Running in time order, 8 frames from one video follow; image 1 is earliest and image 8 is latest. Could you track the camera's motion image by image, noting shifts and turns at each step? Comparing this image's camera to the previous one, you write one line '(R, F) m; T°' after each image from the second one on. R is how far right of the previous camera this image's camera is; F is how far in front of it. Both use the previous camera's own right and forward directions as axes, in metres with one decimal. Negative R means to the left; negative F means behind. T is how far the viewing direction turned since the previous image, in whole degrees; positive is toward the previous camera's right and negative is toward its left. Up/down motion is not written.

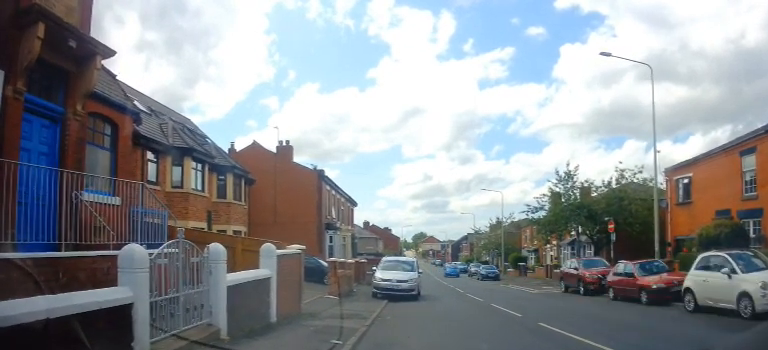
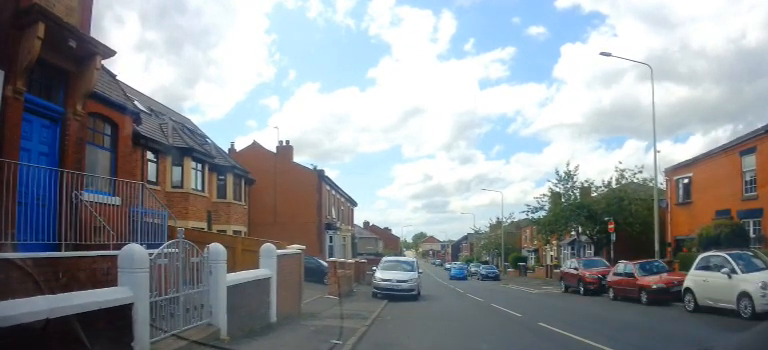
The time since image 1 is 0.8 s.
(0.0, 0.0) m; 0°
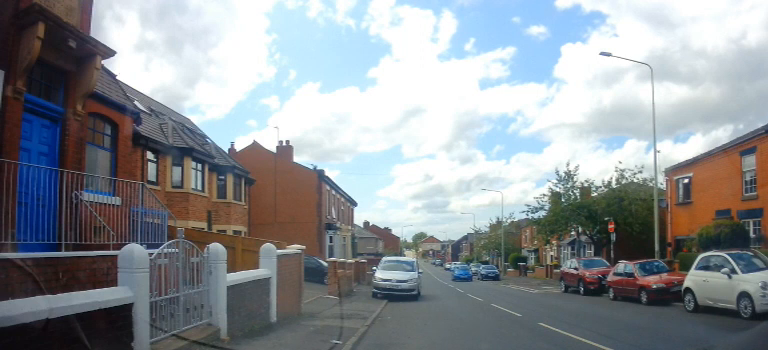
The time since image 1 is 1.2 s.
(0.0, 0.0) m; 0°
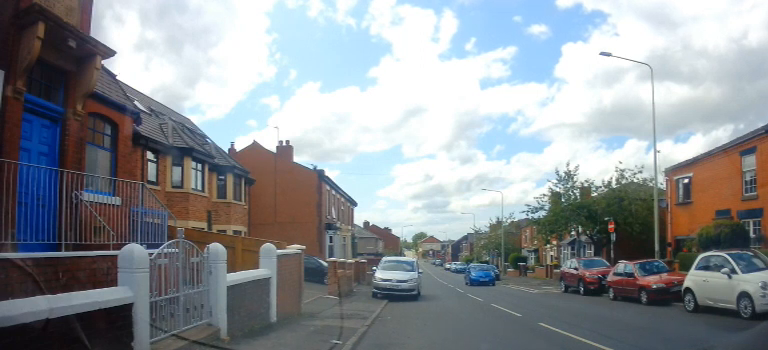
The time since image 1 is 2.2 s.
(0.0, 0.0) m; 0°
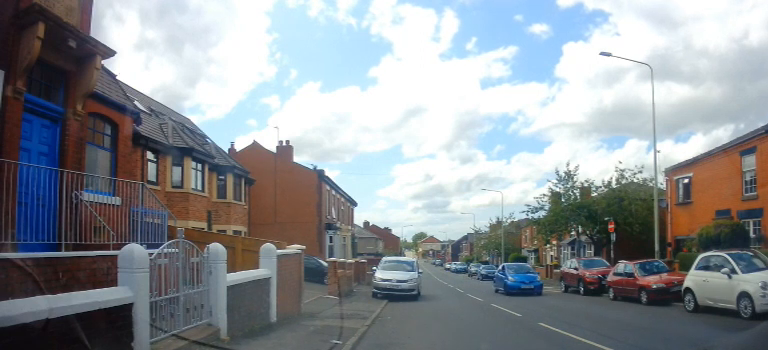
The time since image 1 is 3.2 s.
(0.0, 0.0) m; 0°
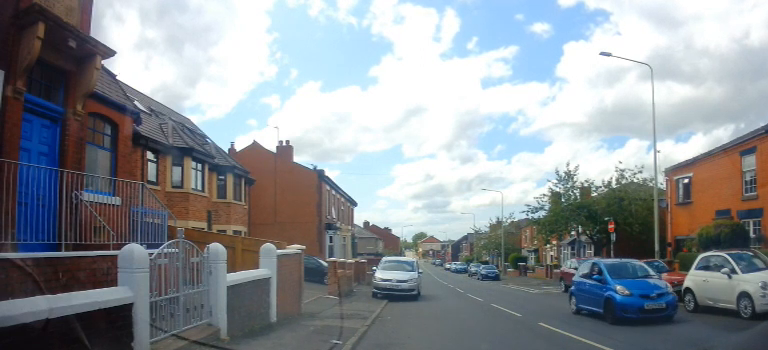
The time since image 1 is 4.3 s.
(0.0, 0.0) m; 0°
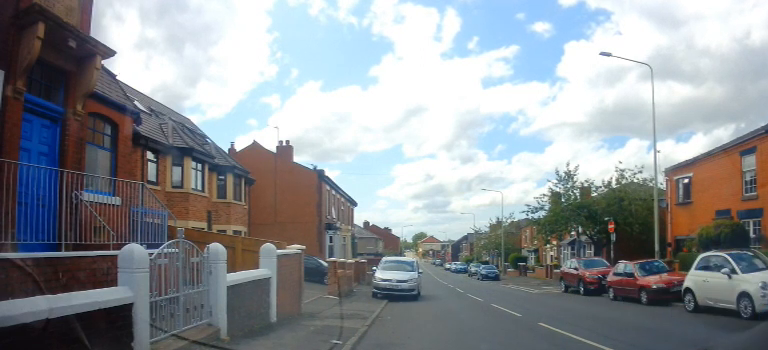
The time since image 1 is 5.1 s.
(0.0, 0.0) m; 0°
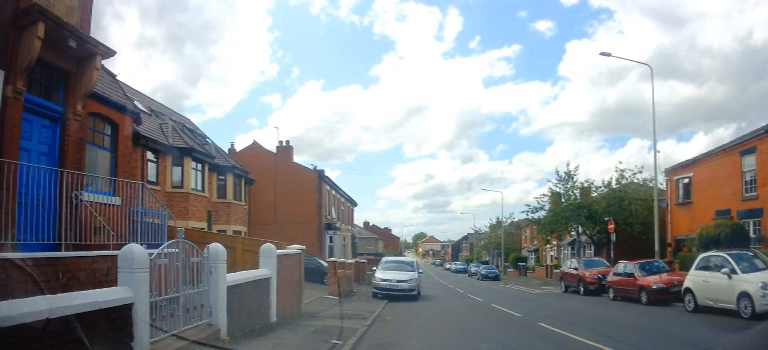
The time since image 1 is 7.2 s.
(0.0, 0.0) m; 0°
